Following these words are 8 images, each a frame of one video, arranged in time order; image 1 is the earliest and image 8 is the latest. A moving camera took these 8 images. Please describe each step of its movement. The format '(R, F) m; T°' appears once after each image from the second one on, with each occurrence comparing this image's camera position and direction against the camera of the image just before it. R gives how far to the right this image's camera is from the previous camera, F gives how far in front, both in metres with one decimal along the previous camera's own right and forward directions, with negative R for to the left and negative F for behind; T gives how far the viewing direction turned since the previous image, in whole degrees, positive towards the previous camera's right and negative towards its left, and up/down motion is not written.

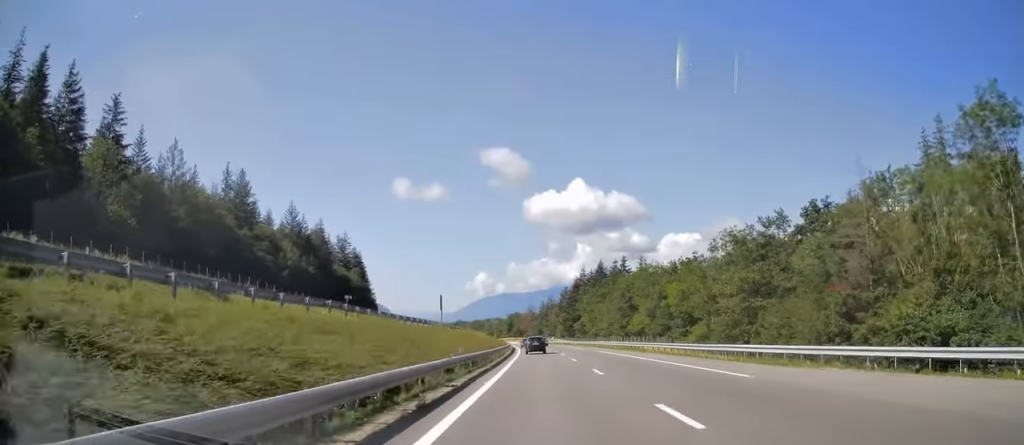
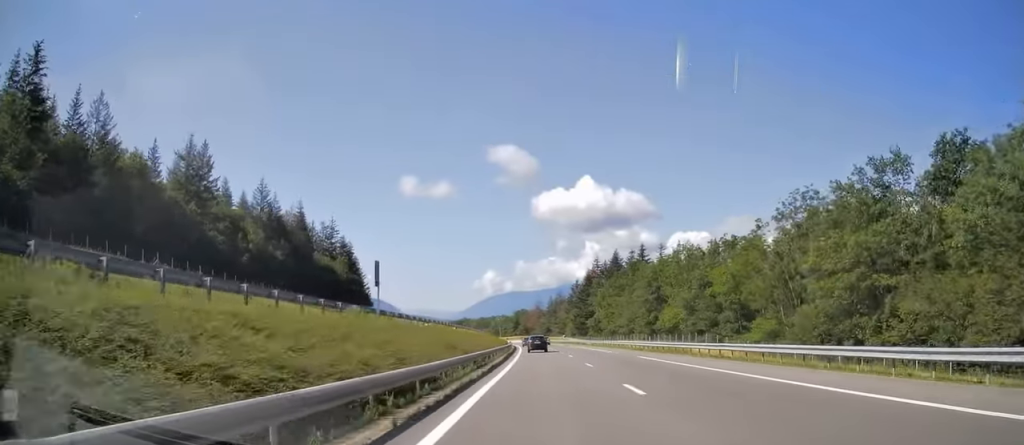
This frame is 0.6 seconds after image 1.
(-0.3, +20.9) m; -1°
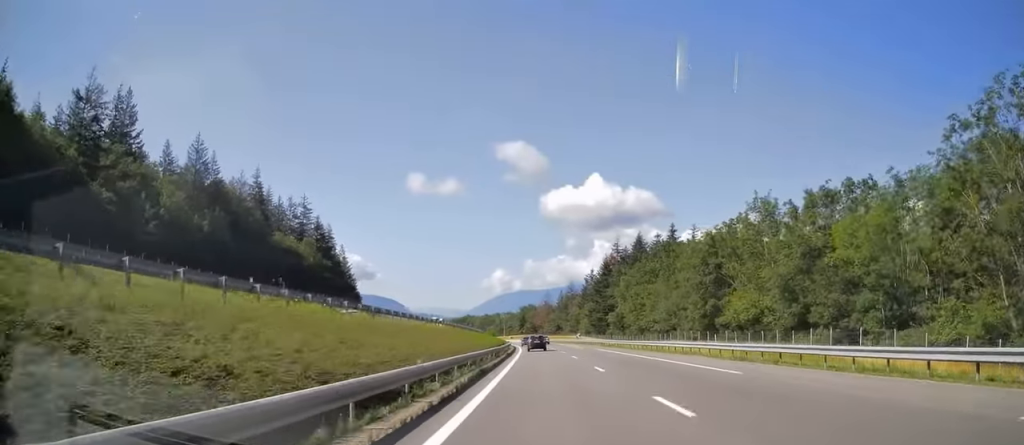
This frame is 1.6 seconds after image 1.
(-0.1, +29.6) m; -1°
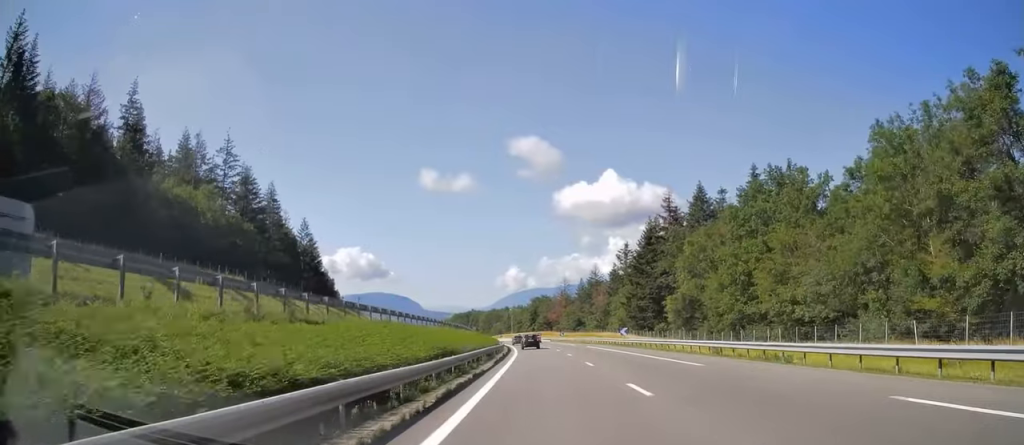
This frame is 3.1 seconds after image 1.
(-0.7, +48.3) m; -2°
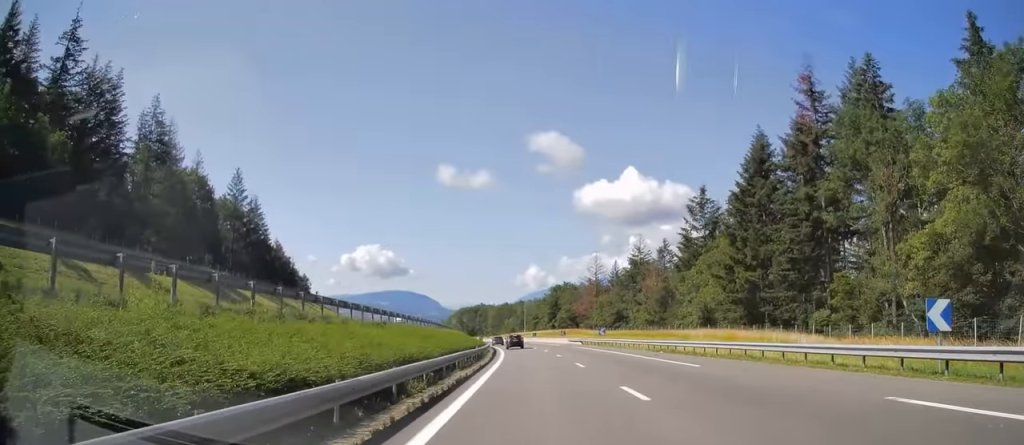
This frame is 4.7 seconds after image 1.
(-0.6, +52.2) m; -1°
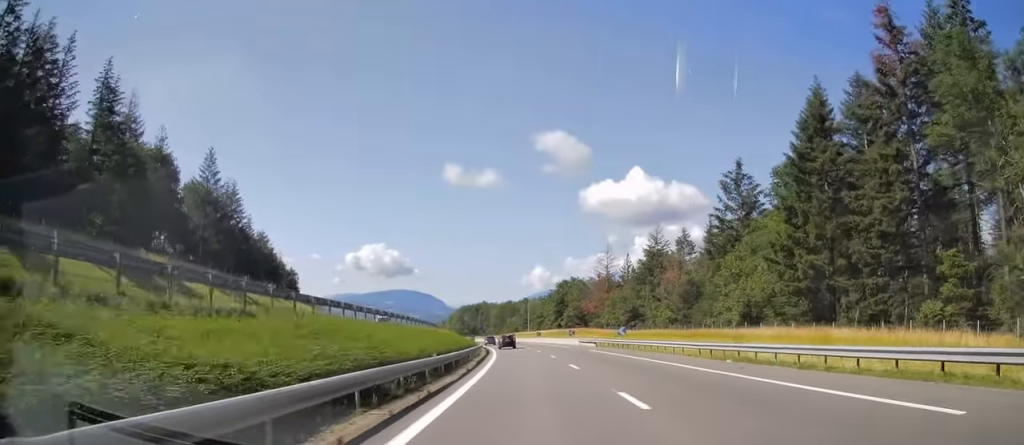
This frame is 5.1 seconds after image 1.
(0.0, +14.0) m; 0°
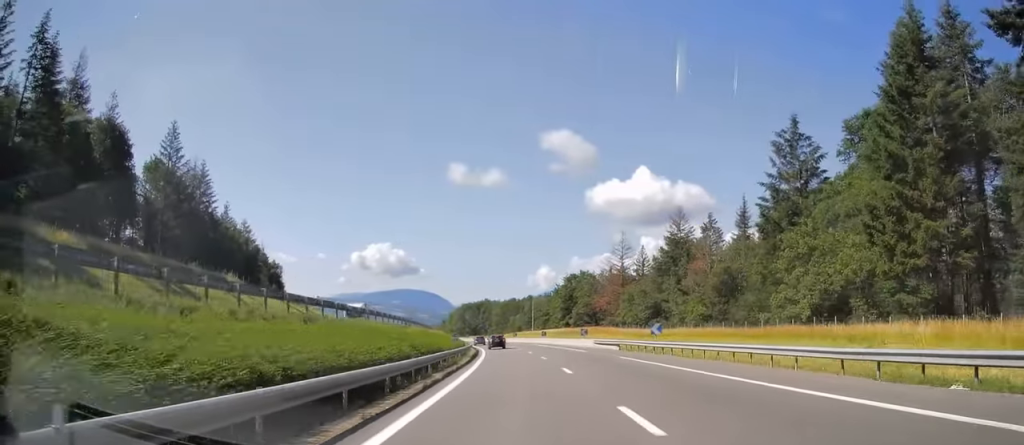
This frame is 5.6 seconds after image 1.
(-0.1, +15.6) m; -1°
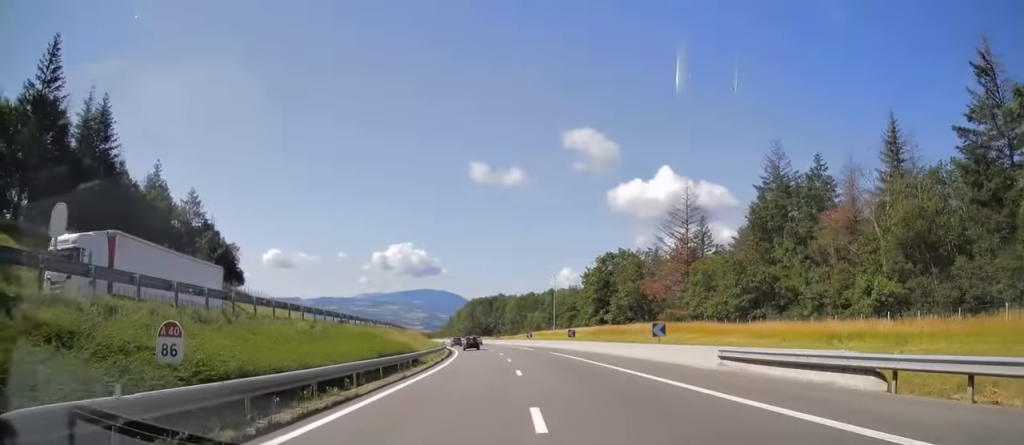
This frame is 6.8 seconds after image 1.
(-0.5, +37.5) m; -2°
